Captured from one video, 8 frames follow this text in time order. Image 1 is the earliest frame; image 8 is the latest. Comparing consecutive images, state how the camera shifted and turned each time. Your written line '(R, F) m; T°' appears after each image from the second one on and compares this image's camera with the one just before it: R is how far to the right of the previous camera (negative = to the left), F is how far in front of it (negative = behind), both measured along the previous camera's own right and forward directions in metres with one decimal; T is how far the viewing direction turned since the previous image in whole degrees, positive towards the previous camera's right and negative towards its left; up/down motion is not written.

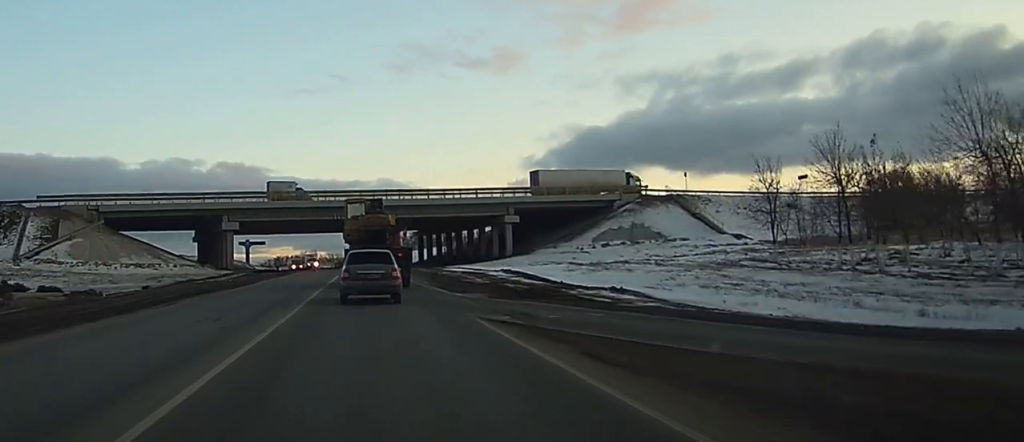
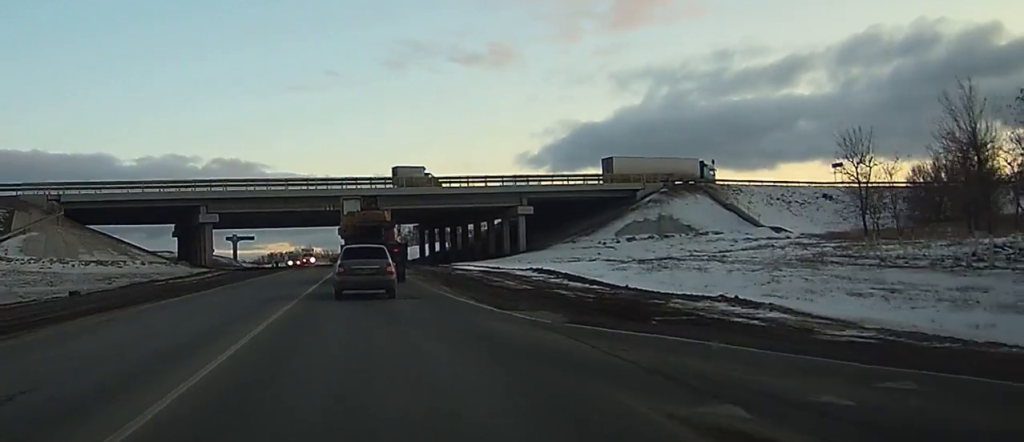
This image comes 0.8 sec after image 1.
(0.0, +10.4) m; 0°
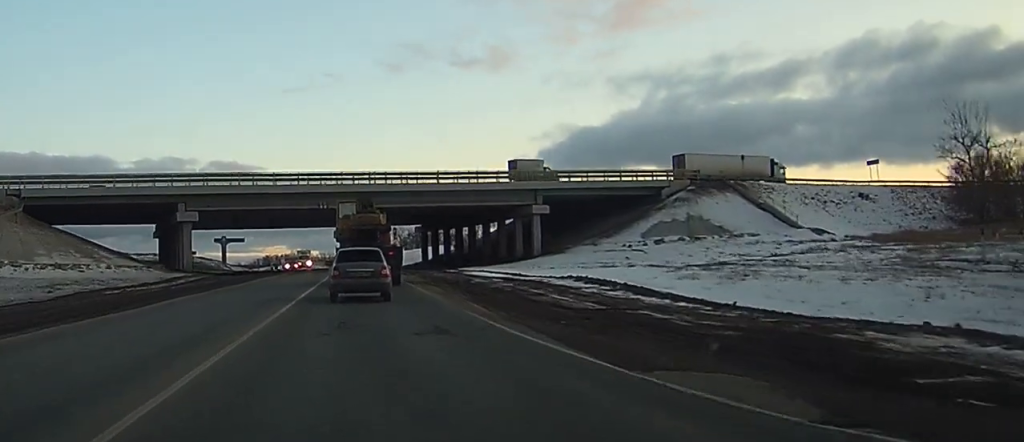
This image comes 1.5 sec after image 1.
(0.0, +8.9) m; -1°
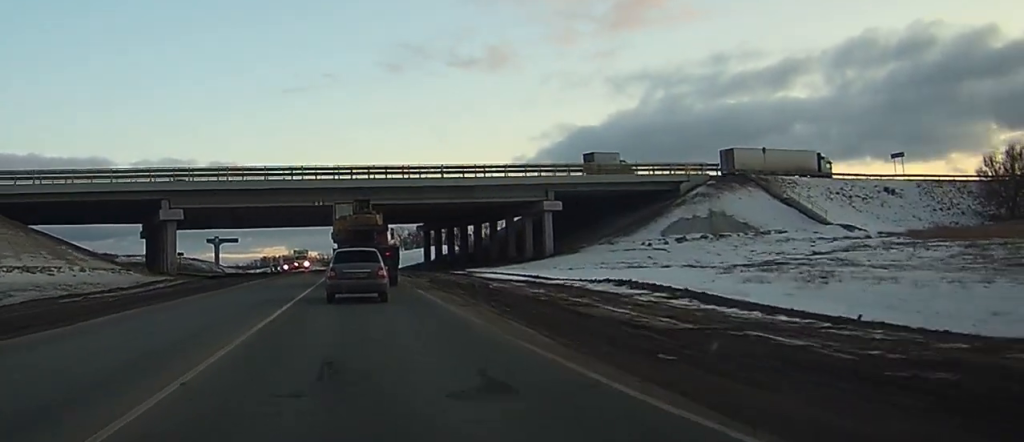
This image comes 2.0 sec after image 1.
(0.0, +5.6) m; 0°
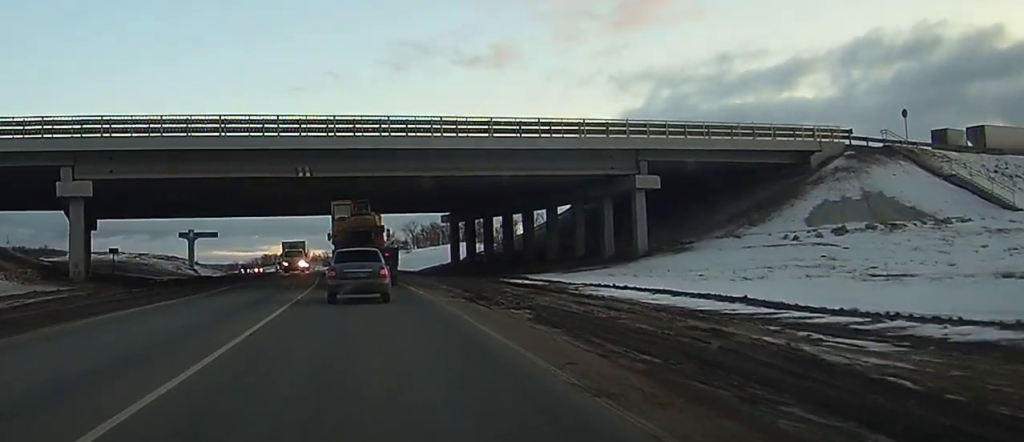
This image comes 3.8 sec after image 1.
(0.0, +24.4) m; 0°
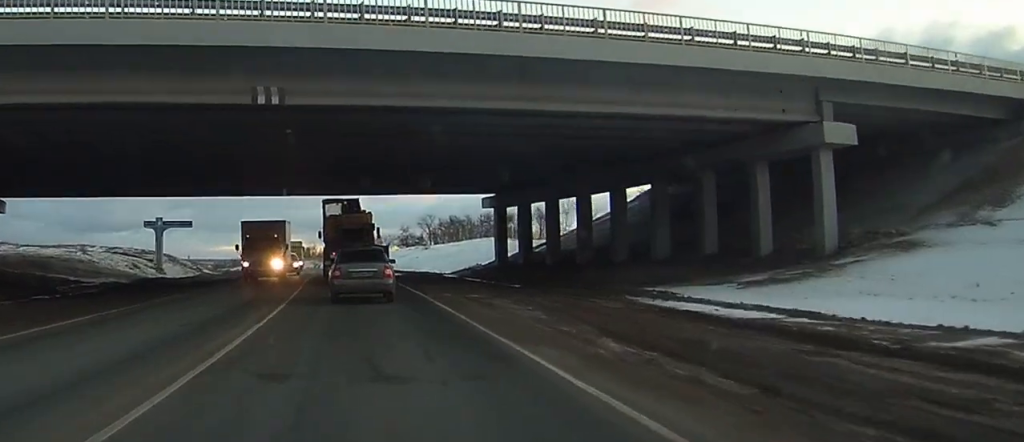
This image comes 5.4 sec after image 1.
(+0.1, +22.0) m; 0°
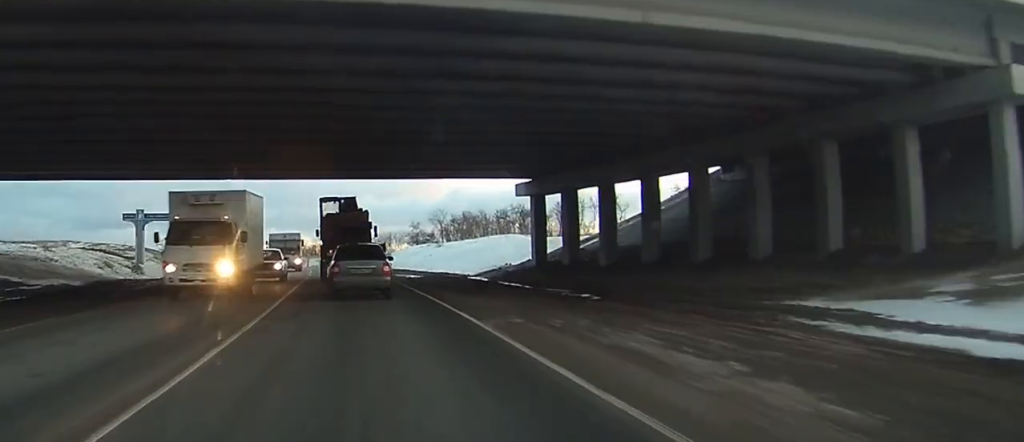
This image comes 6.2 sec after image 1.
(0.0, +10.6) m; 0°
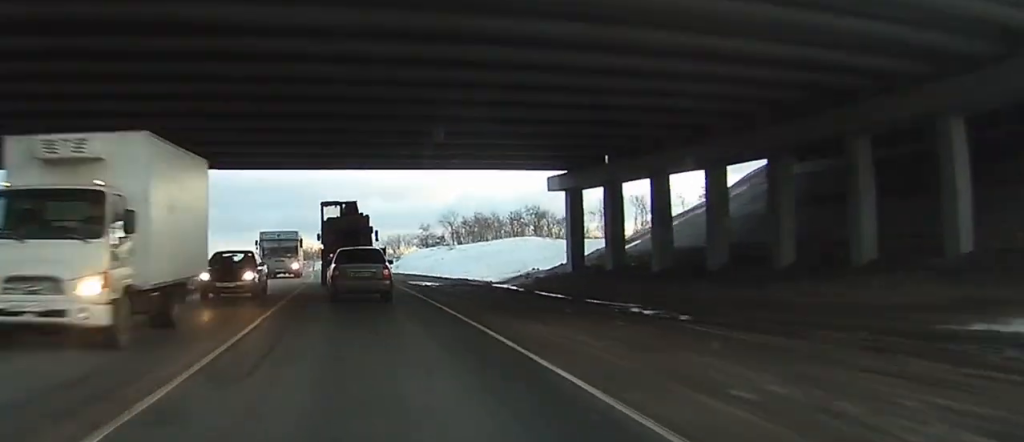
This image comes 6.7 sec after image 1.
(0.0, +6.9) m; 0°
